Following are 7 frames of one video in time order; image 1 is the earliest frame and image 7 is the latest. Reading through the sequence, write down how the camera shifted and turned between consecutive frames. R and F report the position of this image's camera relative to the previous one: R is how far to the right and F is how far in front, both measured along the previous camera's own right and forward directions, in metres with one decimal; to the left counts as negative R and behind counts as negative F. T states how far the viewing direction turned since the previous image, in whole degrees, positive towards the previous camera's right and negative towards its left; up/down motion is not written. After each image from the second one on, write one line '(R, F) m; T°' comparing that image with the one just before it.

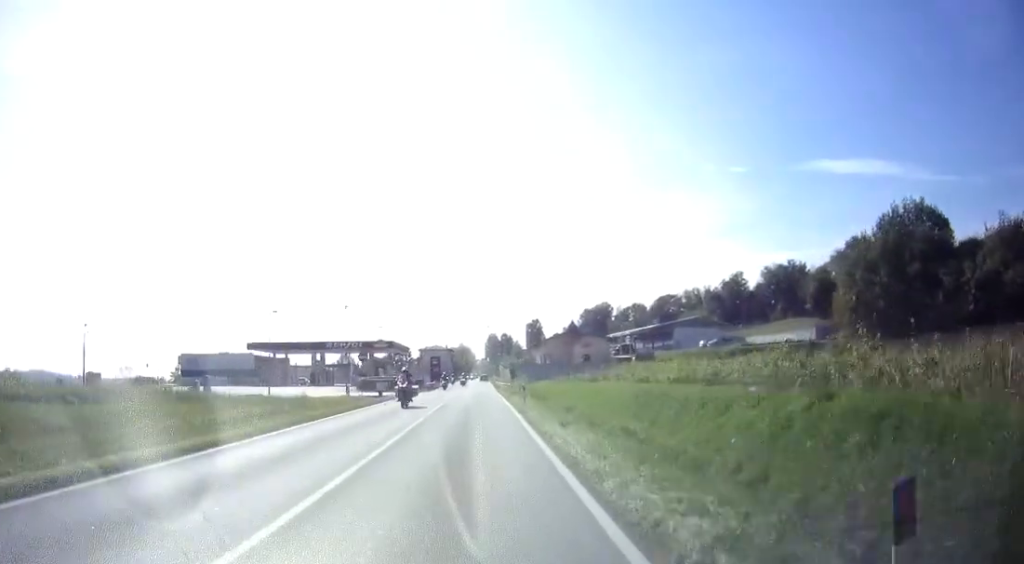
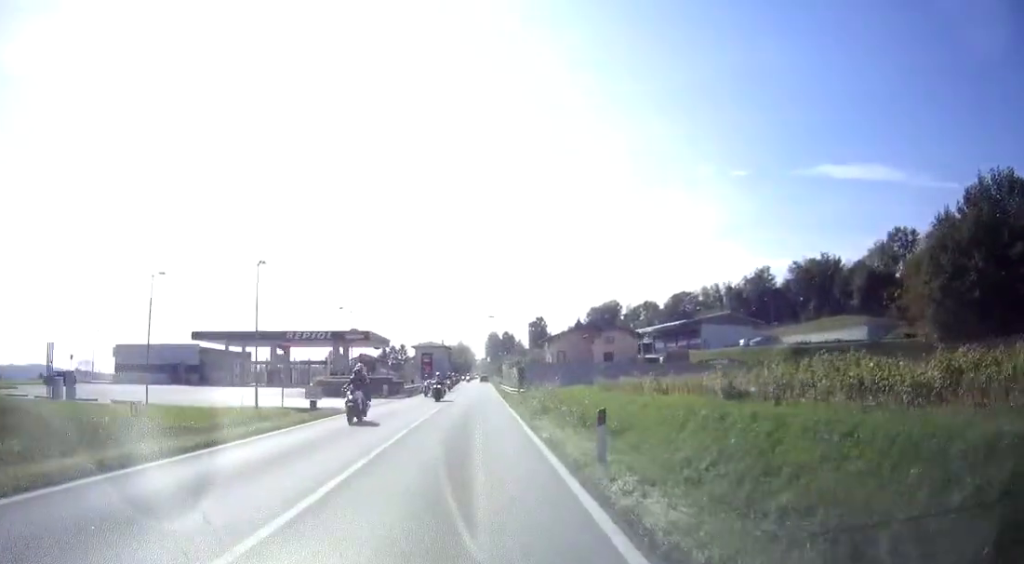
(-0.1, +16.4) m; 0°
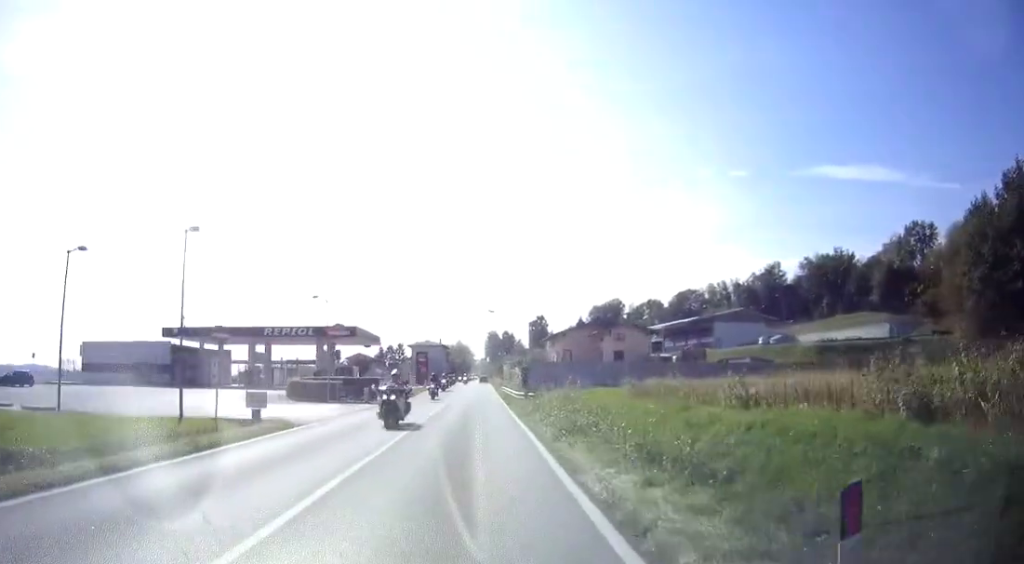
(0.0, +6.8) m; 0°
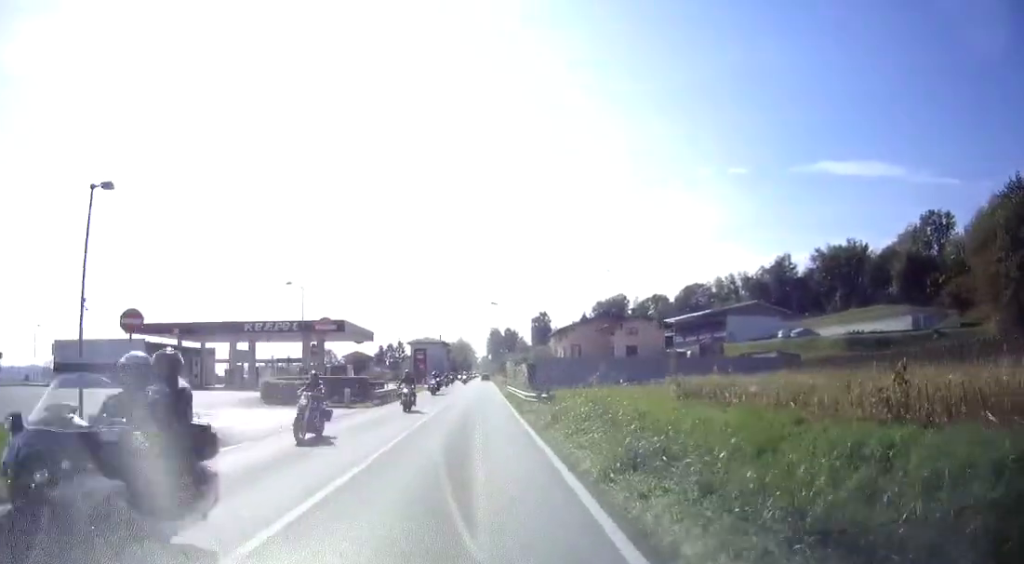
(0.0, +5.3) m; 0°
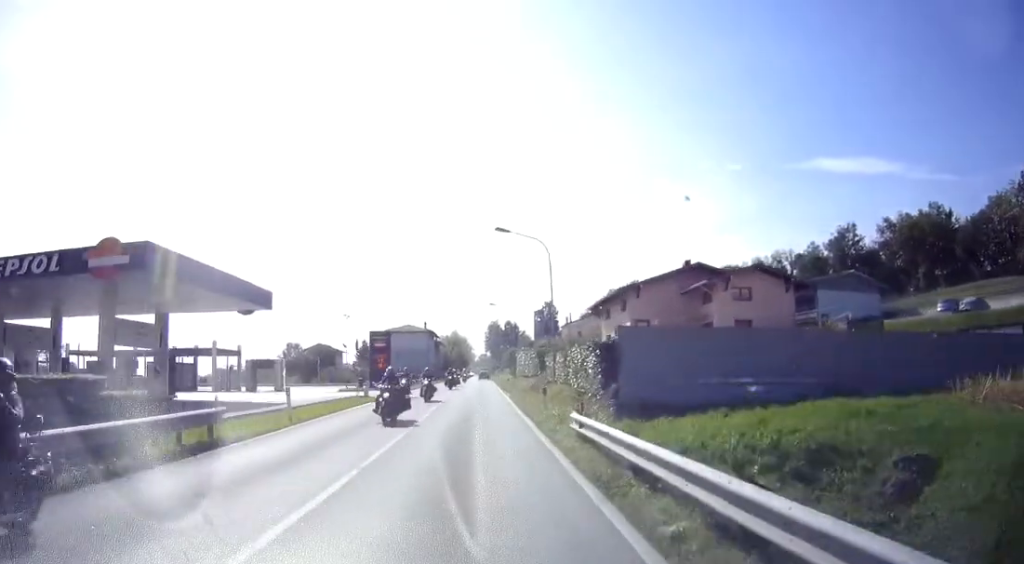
(+0.1, +30.4) m; 0°
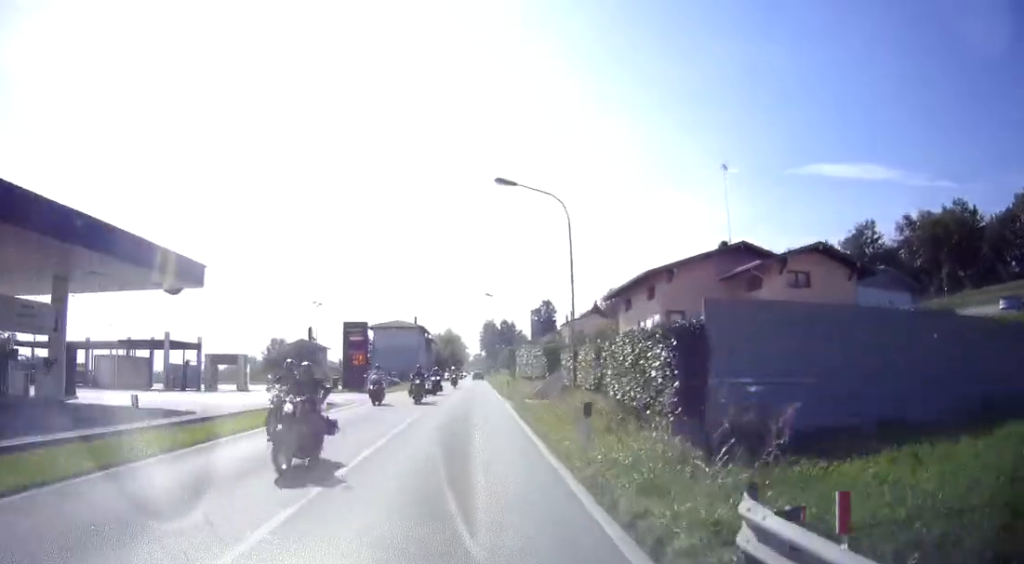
(0.0, +8.3) m; 0°
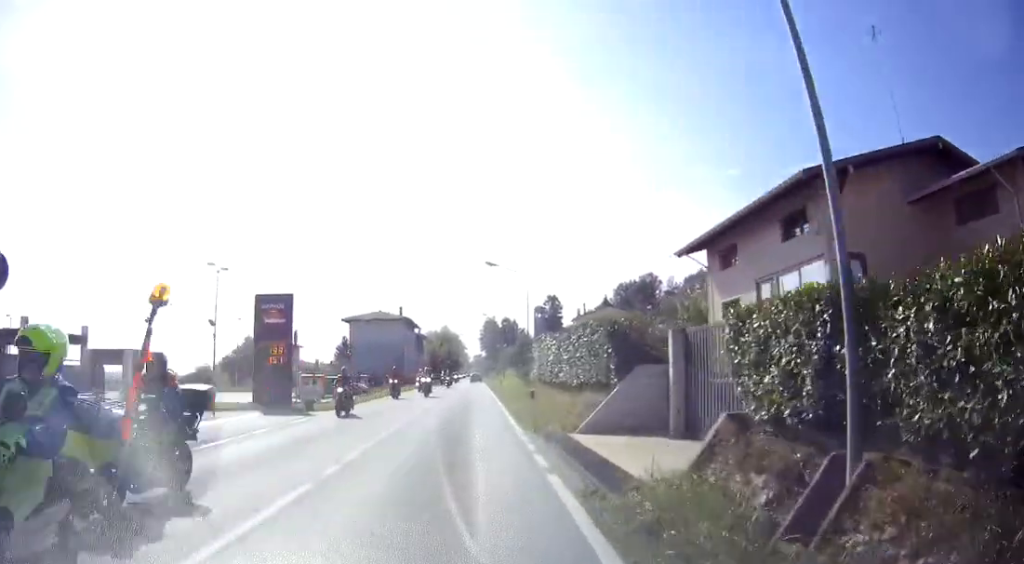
(-0.1, +16.8) m; -1°
